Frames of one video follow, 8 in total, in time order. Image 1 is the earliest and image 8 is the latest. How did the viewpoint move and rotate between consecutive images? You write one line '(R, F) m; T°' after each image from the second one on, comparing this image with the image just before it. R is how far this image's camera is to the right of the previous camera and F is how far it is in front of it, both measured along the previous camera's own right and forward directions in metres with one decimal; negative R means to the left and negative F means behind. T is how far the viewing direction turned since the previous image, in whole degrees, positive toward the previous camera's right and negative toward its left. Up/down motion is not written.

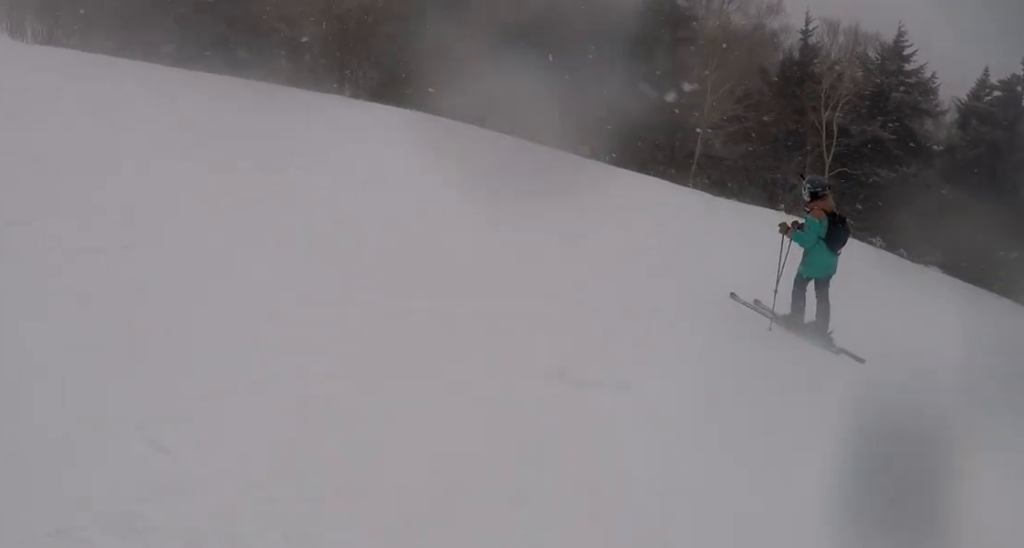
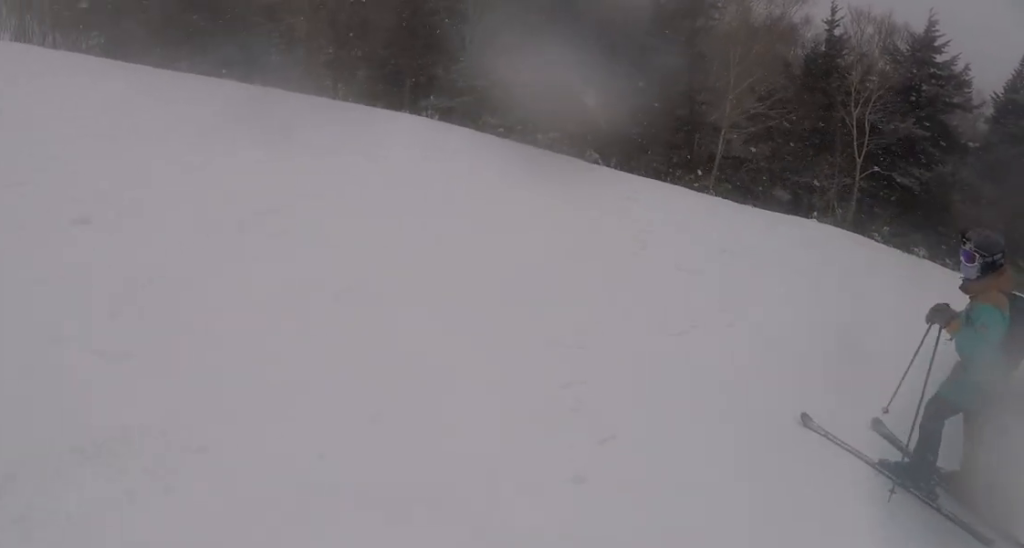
(-0.3, +3.1) m; -6°
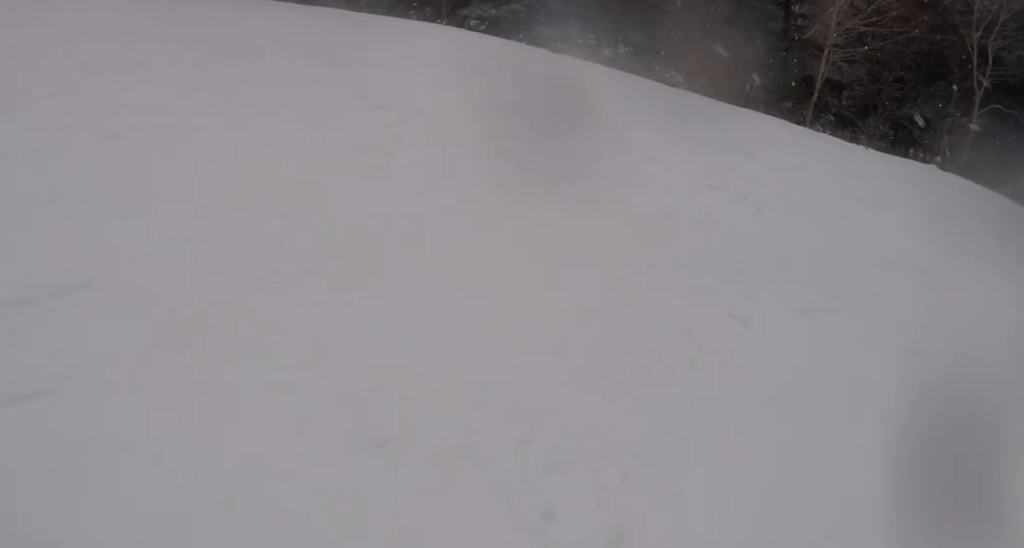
(+0.1, +4.4) m; +11°
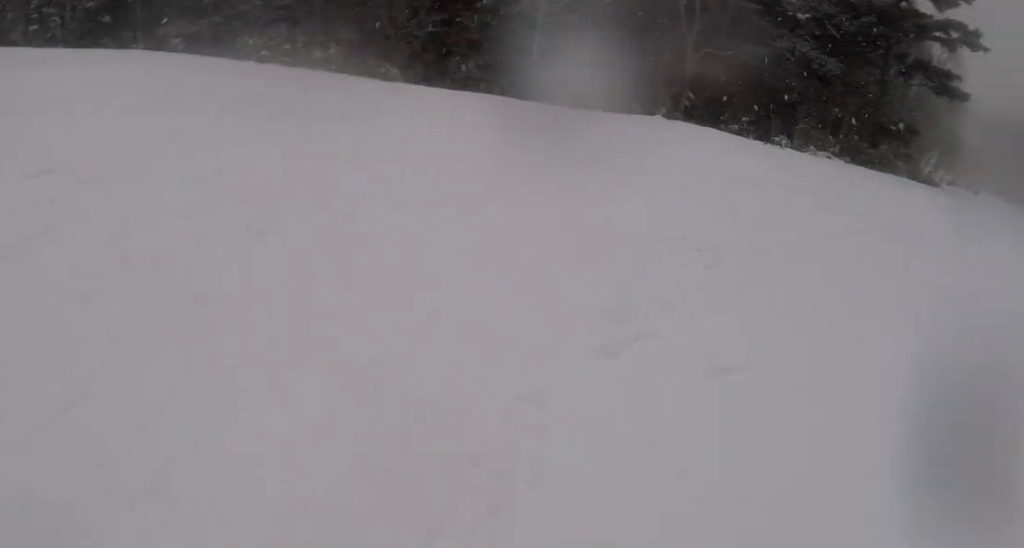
(+0.1, +1.7) m; +9°
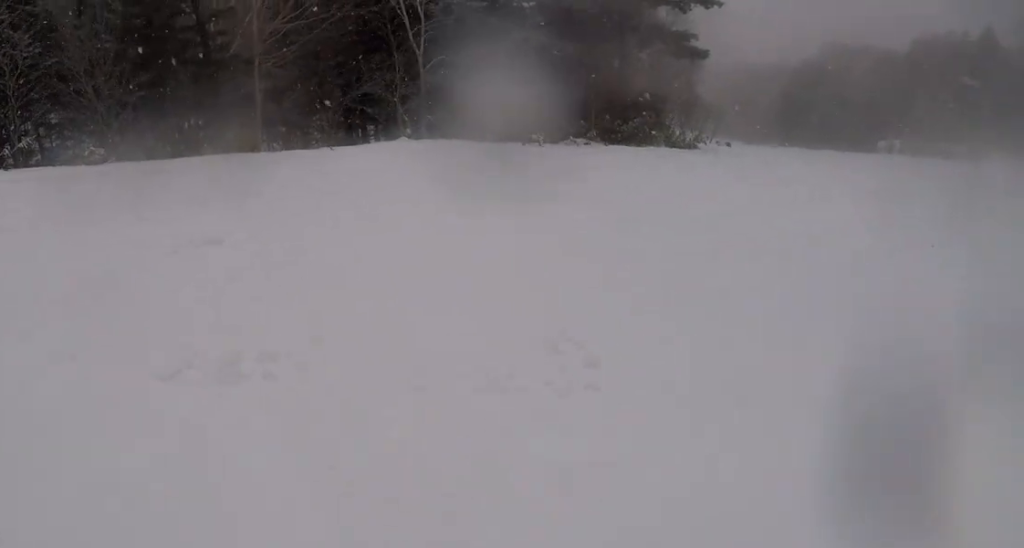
(-0.2, +3.2) m; +20°
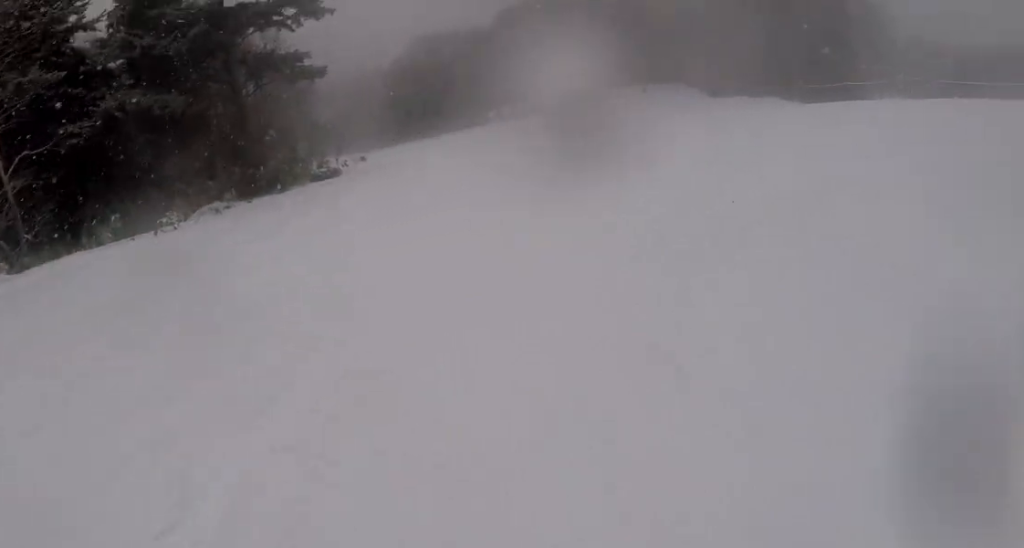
(+2.2, +4.6) m; +28°
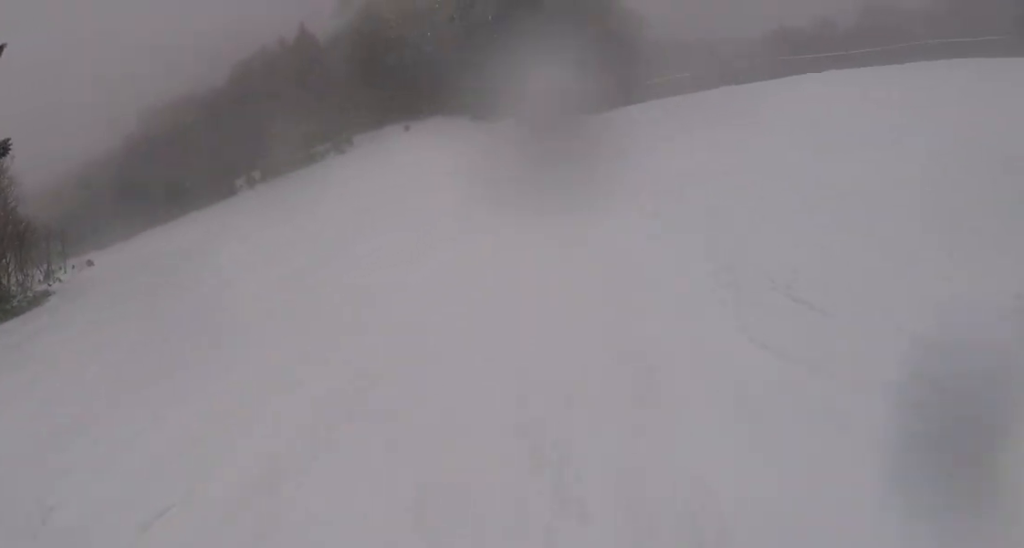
(+0.9, +6.5) m; +26°
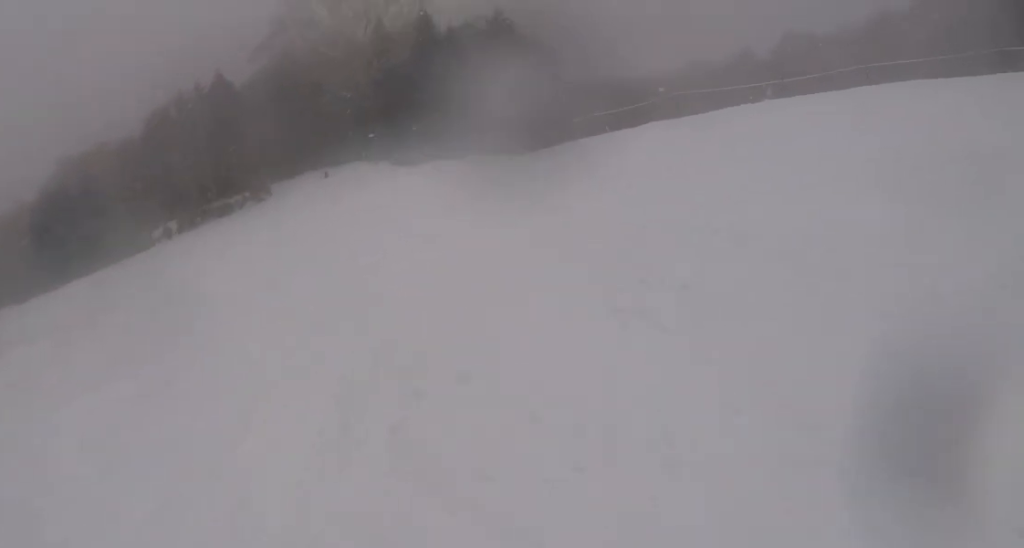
(+0.1, +1.6) m; +12°
